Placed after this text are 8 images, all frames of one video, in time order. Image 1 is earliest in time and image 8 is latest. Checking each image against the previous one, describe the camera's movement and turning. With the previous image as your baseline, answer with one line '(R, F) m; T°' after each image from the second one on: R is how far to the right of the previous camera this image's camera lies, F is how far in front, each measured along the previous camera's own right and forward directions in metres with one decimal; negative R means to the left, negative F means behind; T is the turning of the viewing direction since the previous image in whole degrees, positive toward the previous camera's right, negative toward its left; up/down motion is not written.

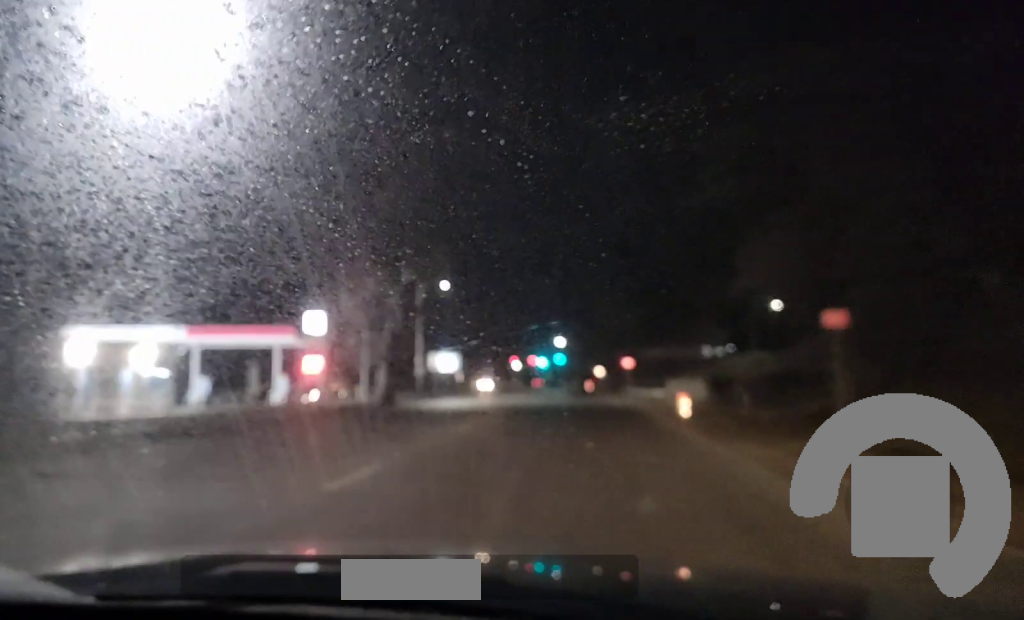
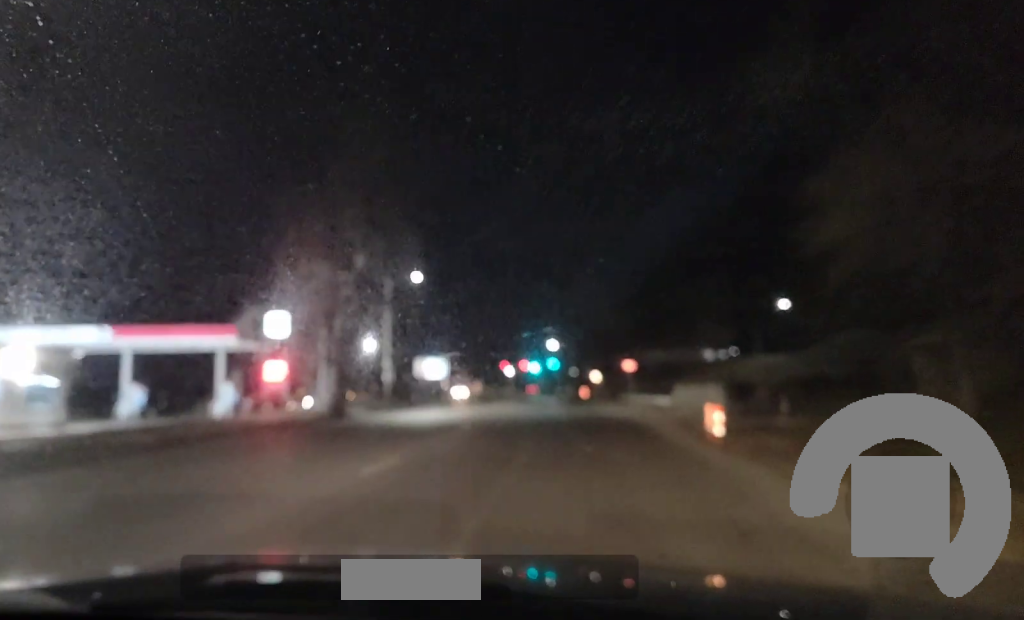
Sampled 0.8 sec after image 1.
(+0.2, +9.8) m; +2°
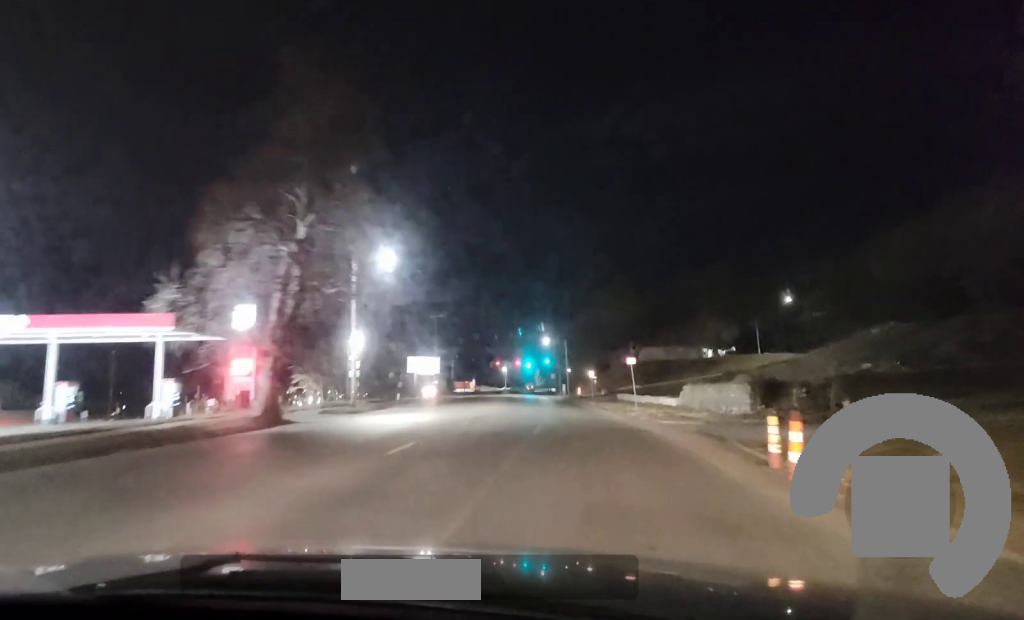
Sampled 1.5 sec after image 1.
(+0.1, +9.9) m; 0°
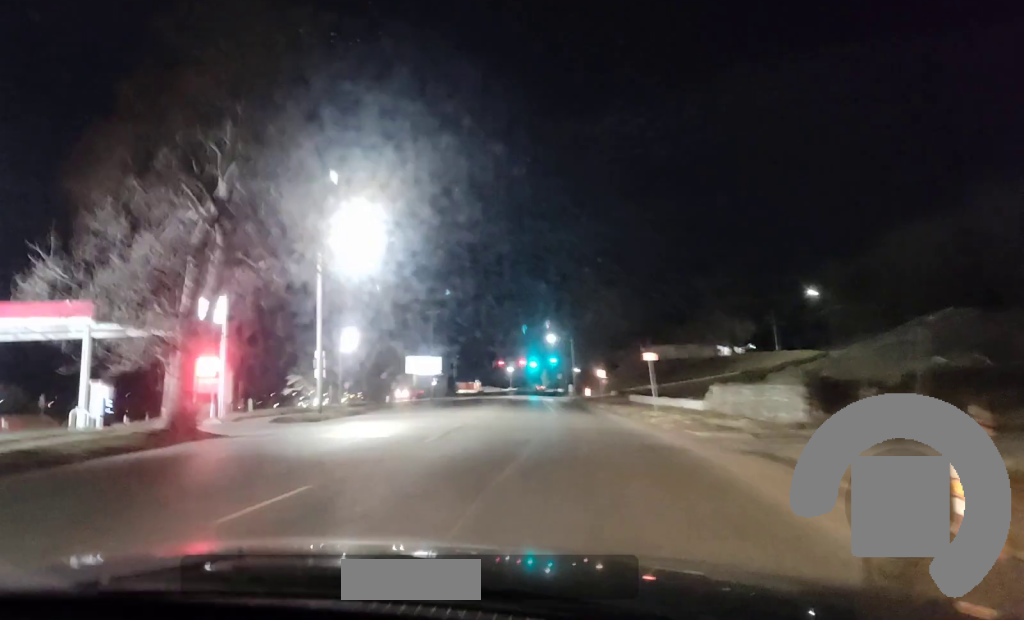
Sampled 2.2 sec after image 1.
(0.0, +8.5) m; -1°
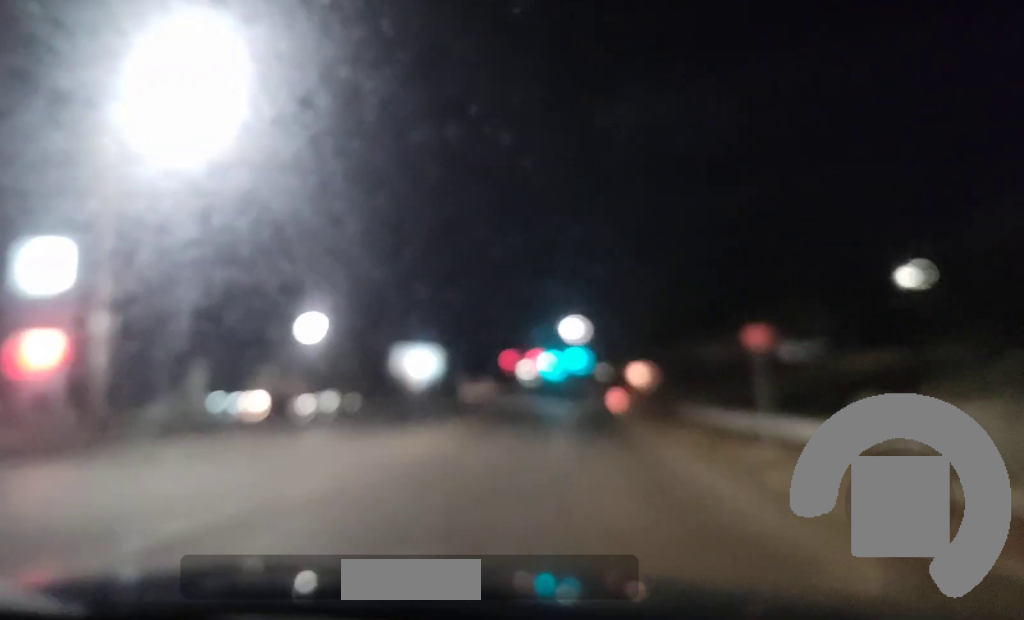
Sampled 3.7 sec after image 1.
(-0.6, +20.4) m; -4°
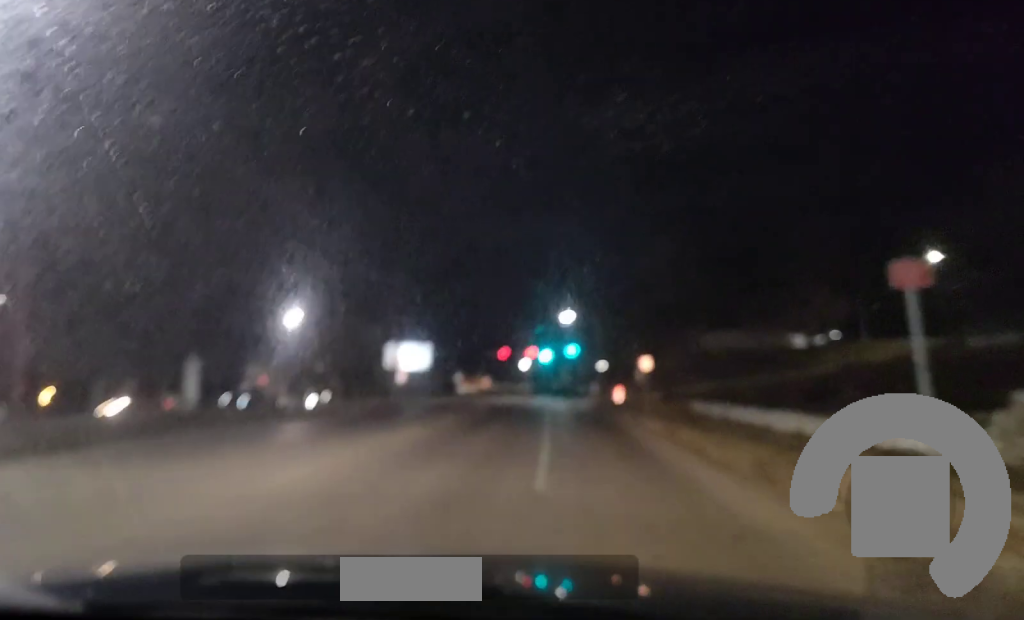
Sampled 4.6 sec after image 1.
(-0.2, +10.5) m; 0°
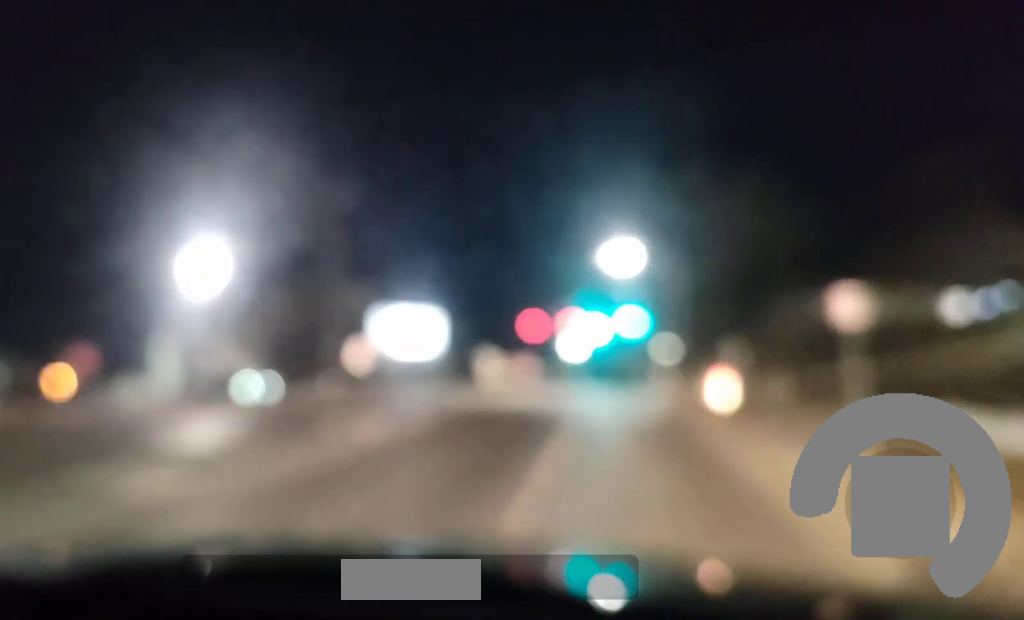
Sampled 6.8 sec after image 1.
(+1.0, +29.7) m; +2°
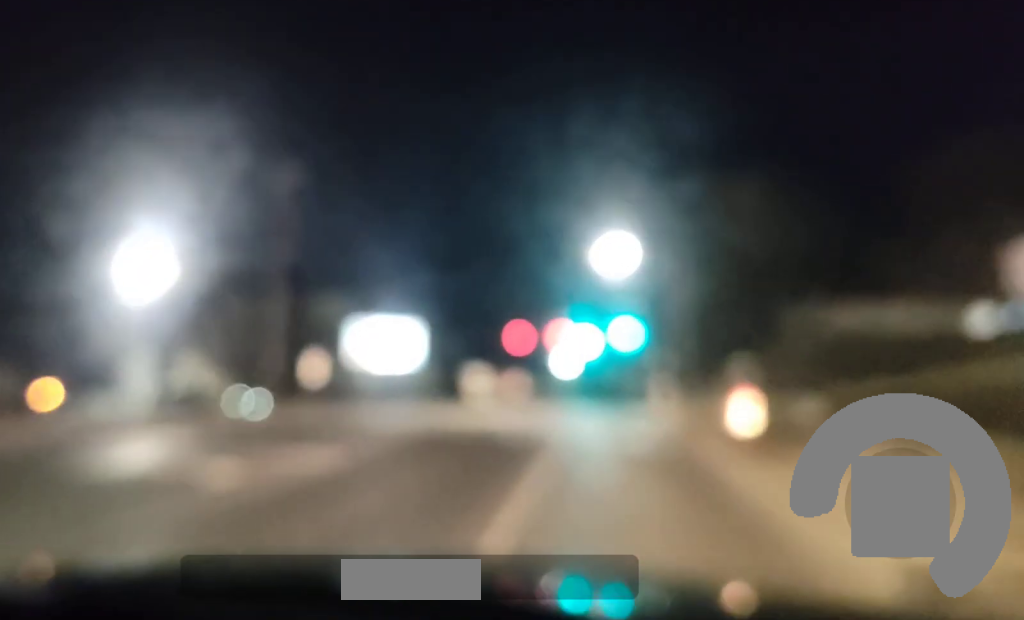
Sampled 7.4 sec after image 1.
(-0.1, +7.8) m; 0°
